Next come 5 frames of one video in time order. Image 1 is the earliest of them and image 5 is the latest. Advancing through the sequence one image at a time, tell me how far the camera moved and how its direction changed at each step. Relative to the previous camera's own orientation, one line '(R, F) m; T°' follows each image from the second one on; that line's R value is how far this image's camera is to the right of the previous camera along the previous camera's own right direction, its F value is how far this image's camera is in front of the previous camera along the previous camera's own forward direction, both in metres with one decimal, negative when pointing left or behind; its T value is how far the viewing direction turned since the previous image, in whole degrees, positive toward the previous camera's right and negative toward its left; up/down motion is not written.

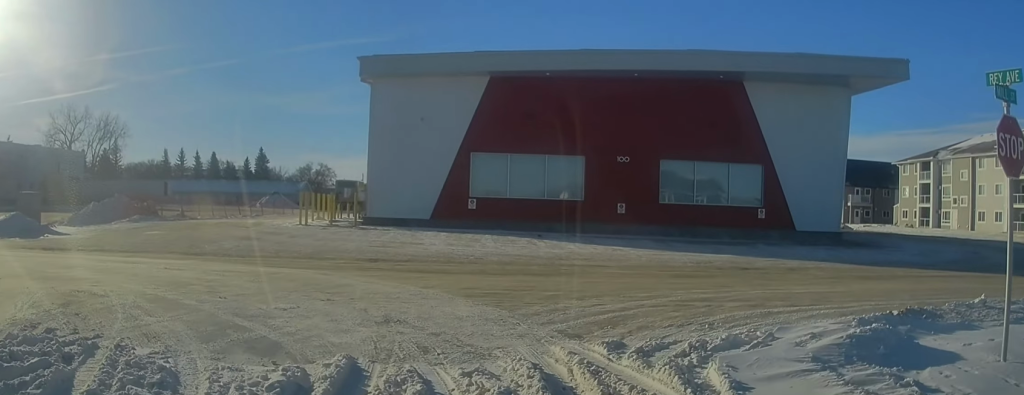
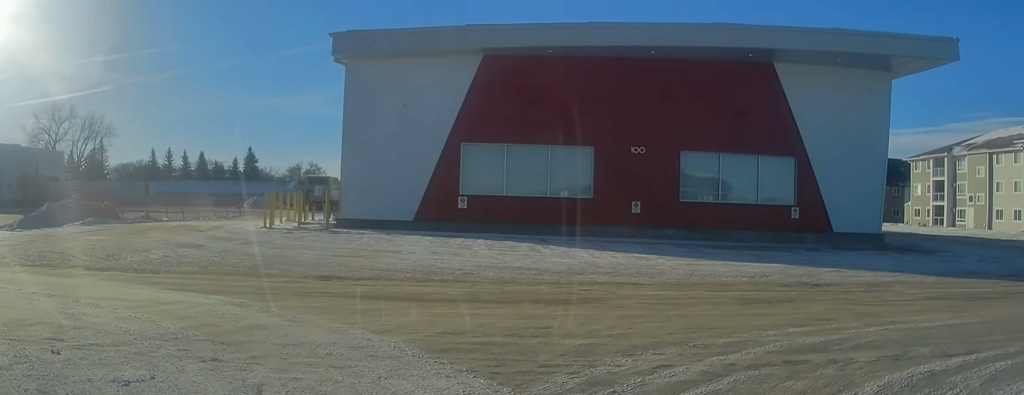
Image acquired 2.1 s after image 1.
(0.0, +4.8) m; +2°
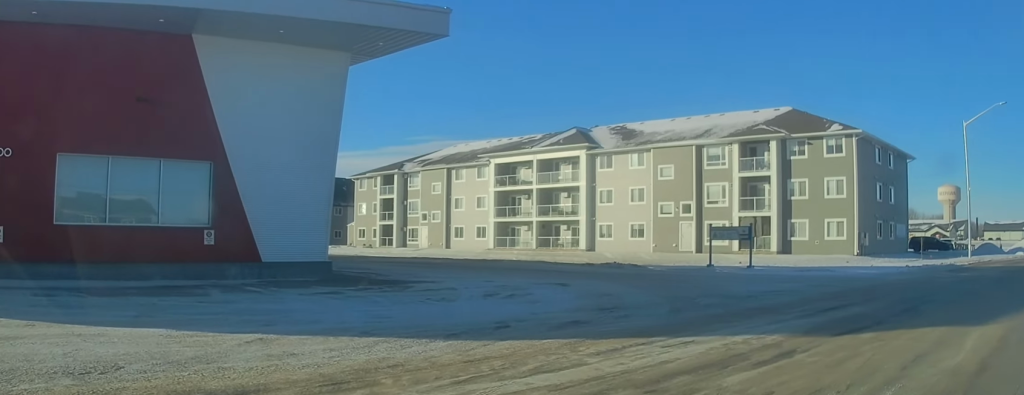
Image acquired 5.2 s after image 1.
(+3.2, +6.1) m; +51°
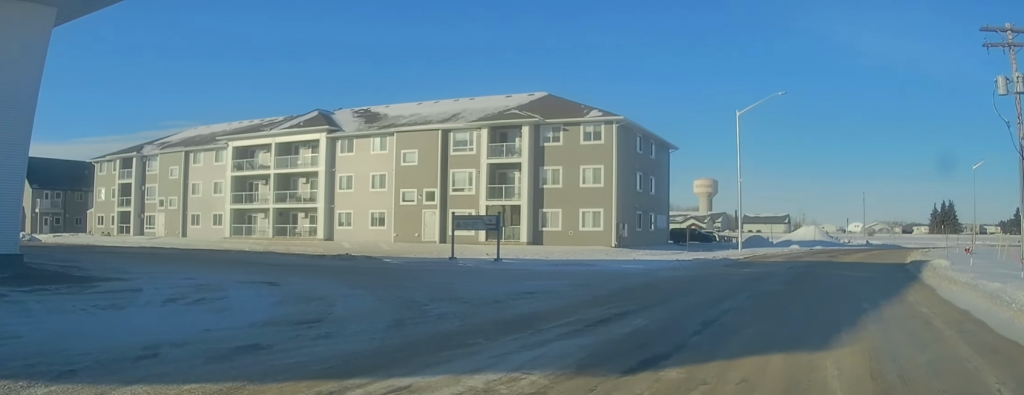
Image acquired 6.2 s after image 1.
(+0.2, +3.1) m; +21°
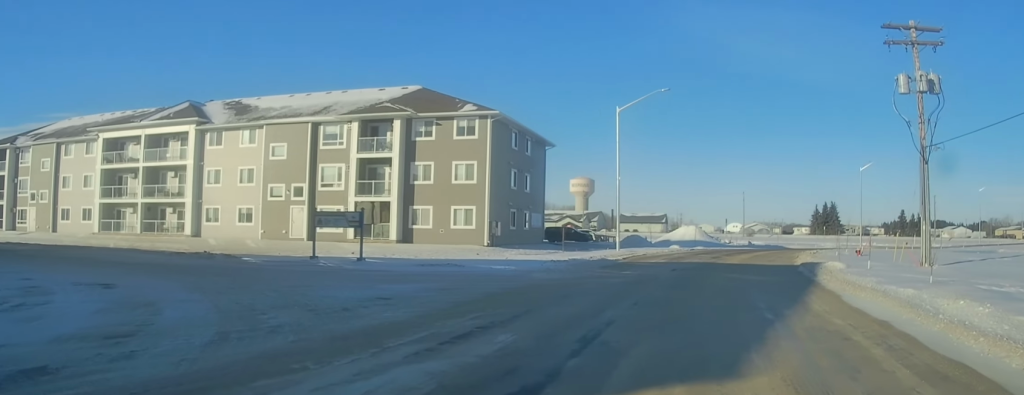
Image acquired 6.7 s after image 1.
(+0.4, +1.7) m; +8°
